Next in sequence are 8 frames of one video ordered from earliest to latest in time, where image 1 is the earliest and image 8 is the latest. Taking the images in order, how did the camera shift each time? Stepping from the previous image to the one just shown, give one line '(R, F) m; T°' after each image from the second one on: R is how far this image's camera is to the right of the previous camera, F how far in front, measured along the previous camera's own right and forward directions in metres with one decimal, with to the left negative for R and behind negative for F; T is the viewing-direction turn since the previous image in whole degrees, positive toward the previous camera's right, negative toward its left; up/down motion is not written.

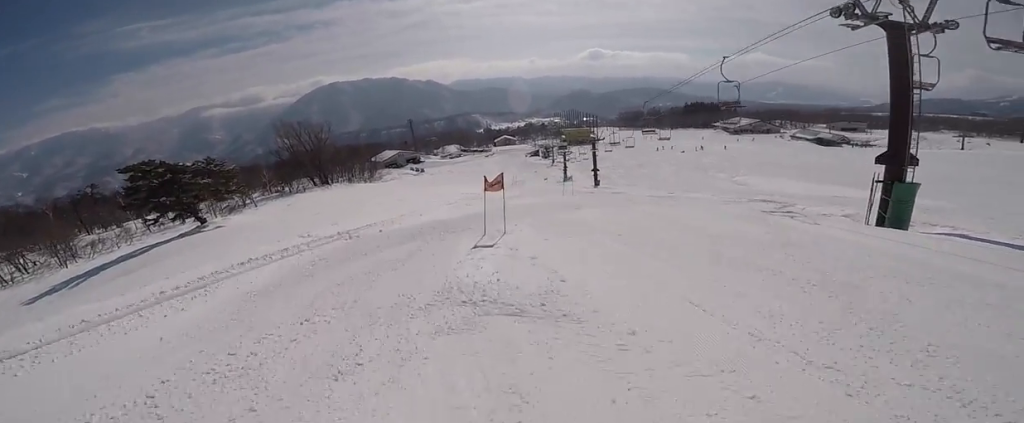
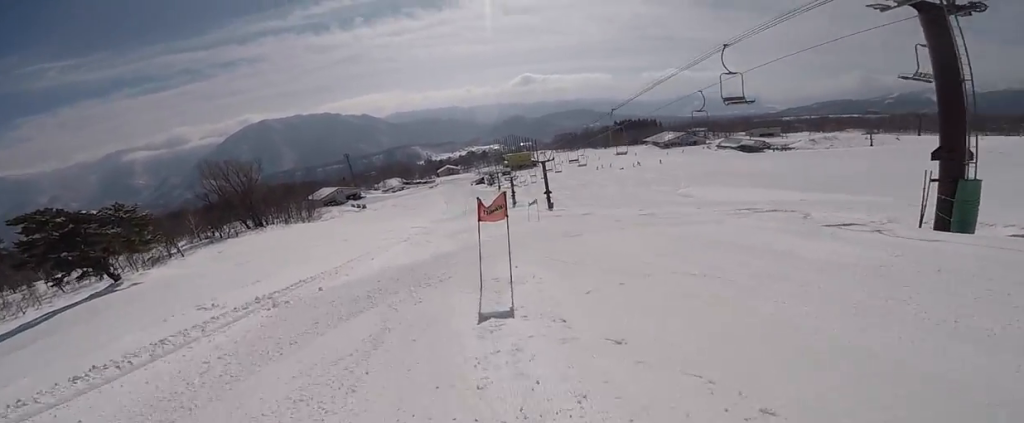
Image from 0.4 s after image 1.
(+0.9, +3.7) m; +9°
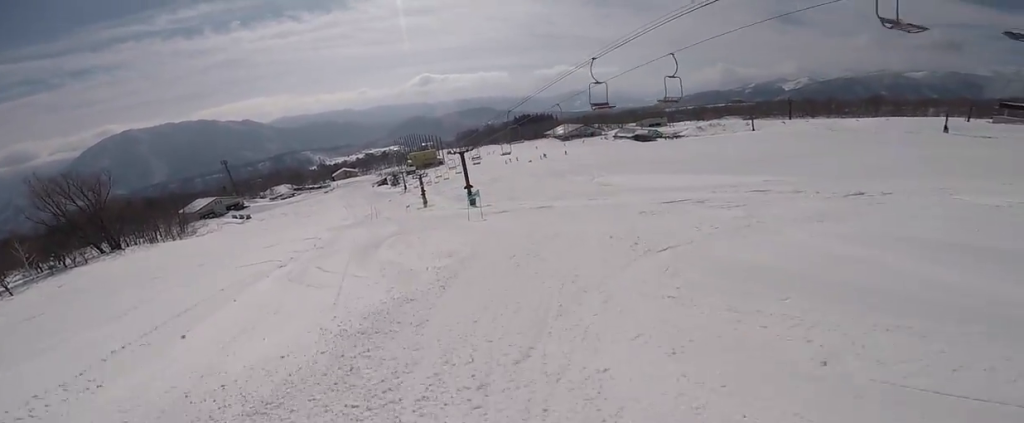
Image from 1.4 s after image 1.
(+1.1, +7.9) m; +7°
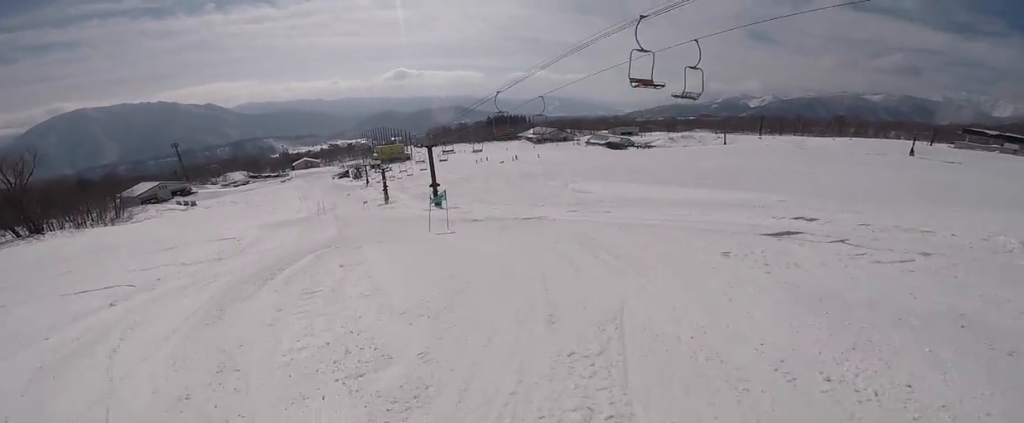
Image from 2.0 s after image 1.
(+0.1, +5.4) m; -1°
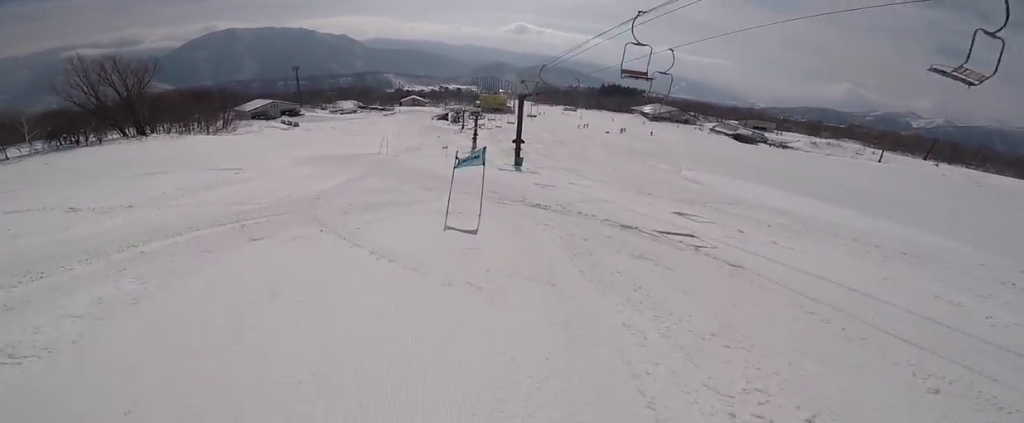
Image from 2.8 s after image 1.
(-0.1, +7.4) m; -6°
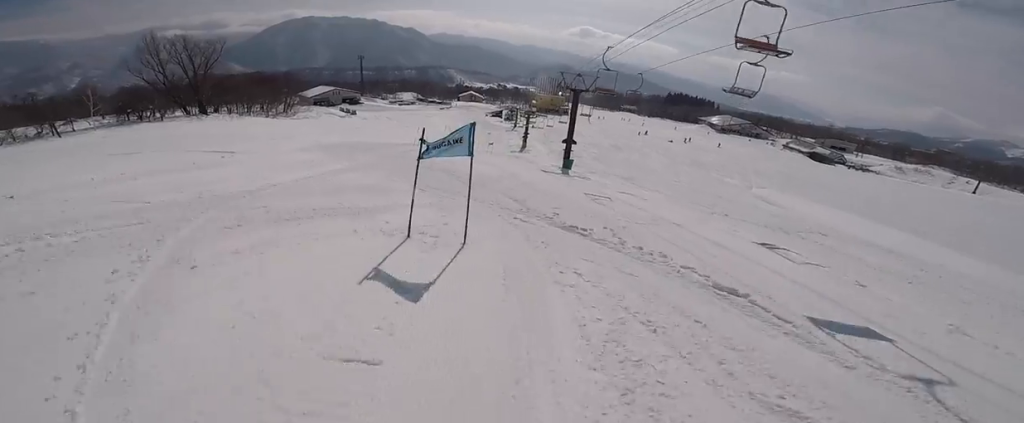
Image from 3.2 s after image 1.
(-0.4, +3.9) m; -5°
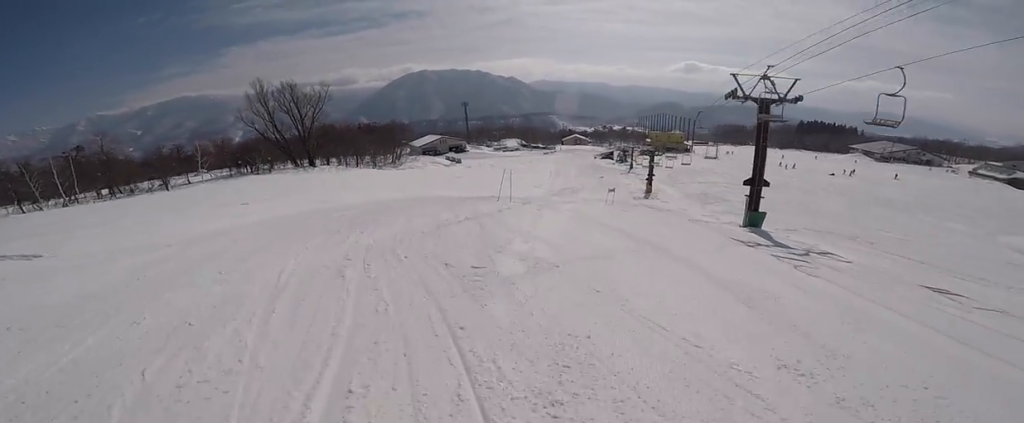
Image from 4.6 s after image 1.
(-1.6, +12.3) m; -11°
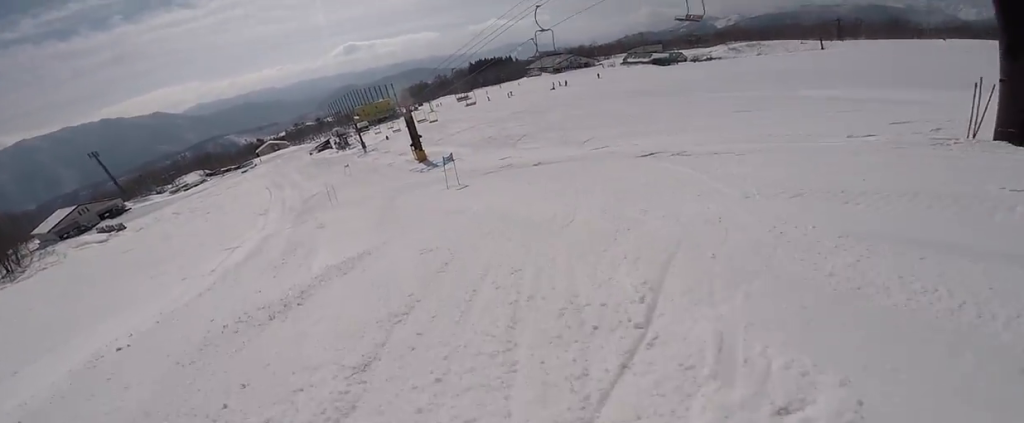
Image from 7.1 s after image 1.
(+5.3, +21.0) m; +29°
